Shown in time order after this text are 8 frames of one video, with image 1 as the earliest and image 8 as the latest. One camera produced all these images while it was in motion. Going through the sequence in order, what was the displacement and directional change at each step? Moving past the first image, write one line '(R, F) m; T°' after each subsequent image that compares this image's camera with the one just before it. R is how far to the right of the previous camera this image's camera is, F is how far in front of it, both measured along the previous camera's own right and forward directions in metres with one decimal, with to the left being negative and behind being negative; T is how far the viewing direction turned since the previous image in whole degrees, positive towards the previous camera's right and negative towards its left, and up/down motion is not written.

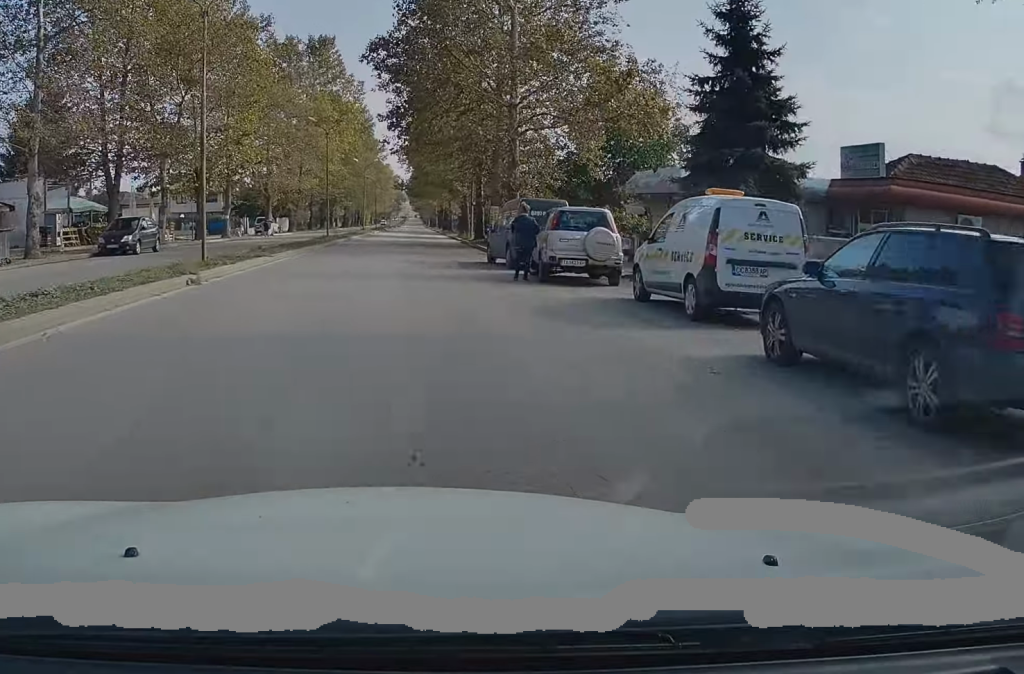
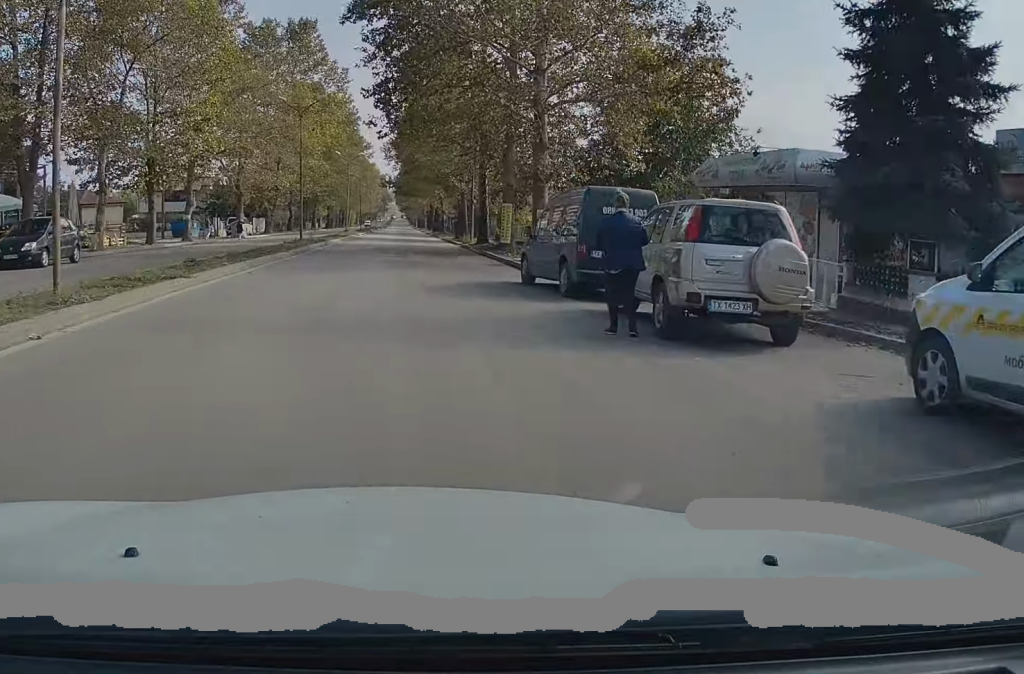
(-0.1, +8.7) m; +1°
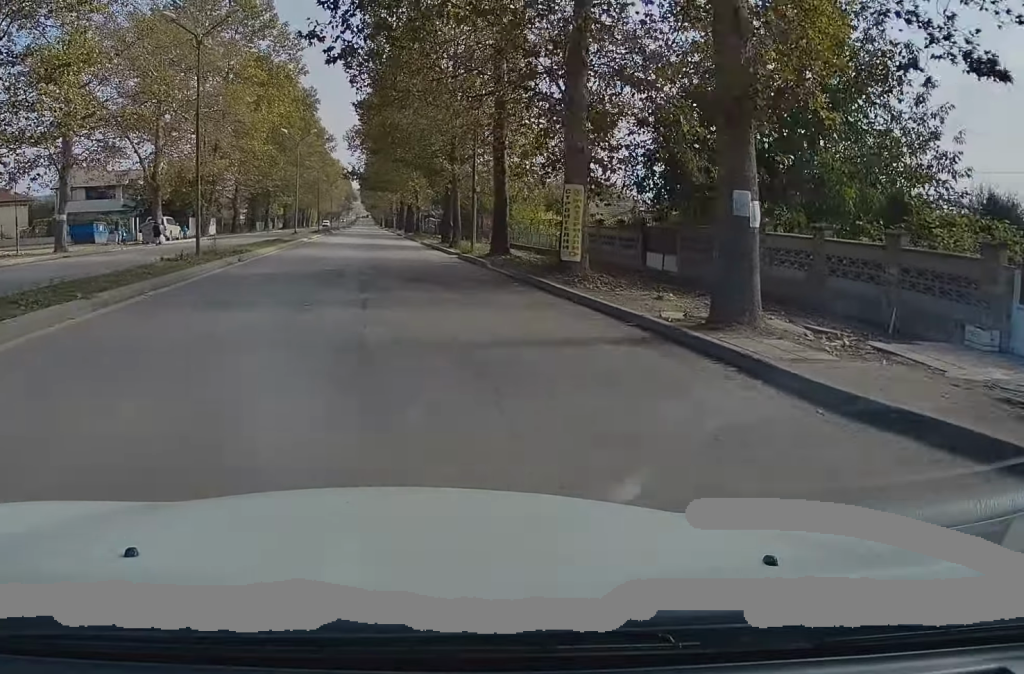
(+0.5, +17.2) m; +2°
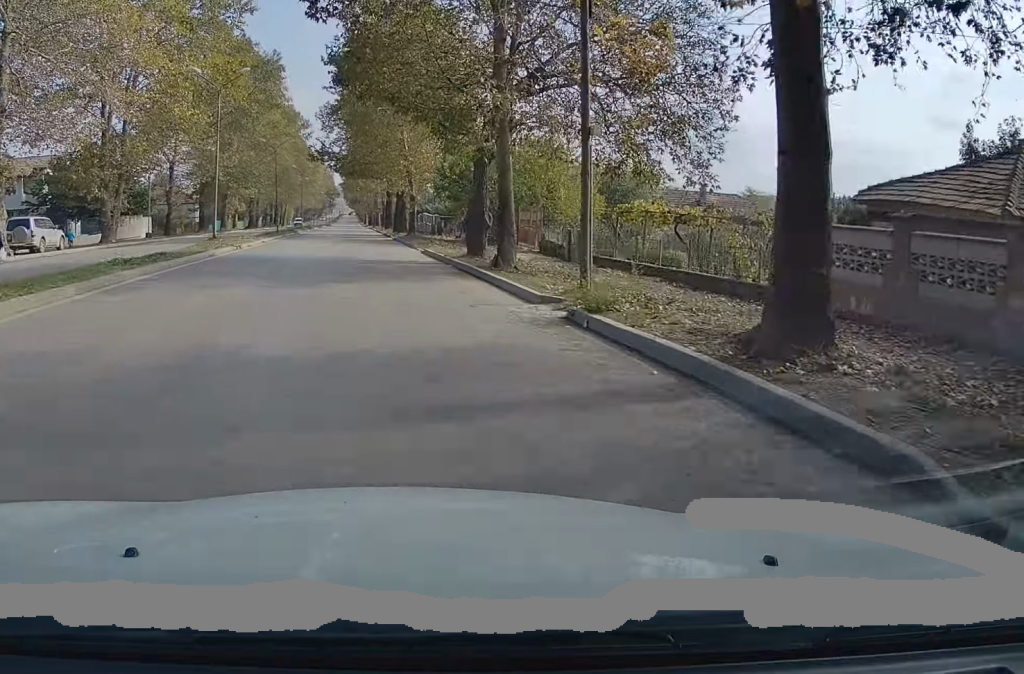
(+0.2, +21.3) m; 0°
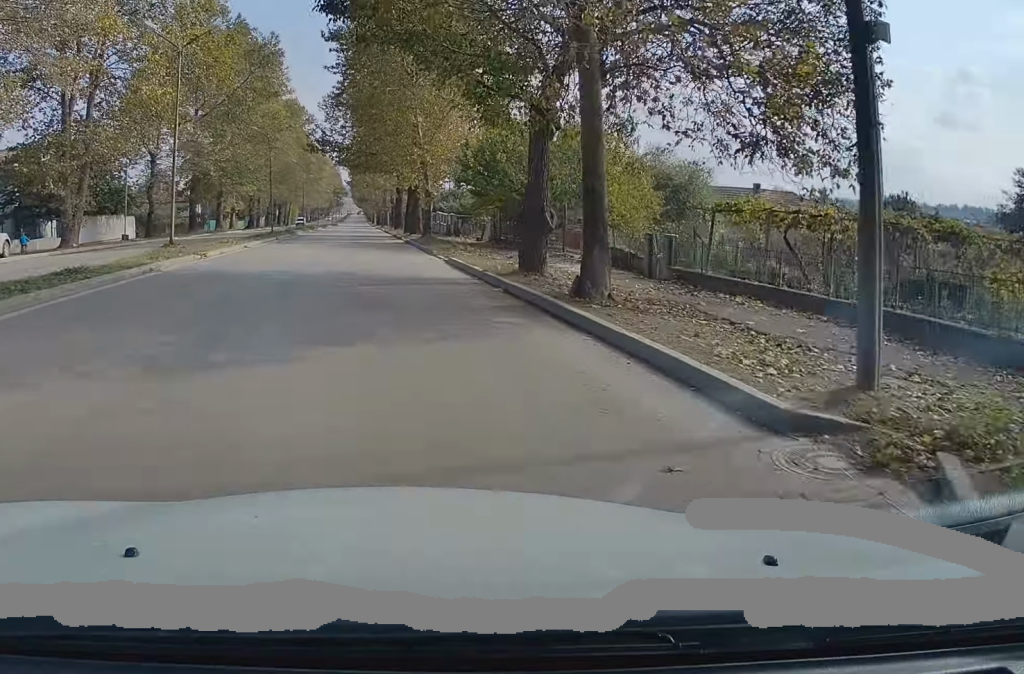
(0.0, +7.7) m; 0°
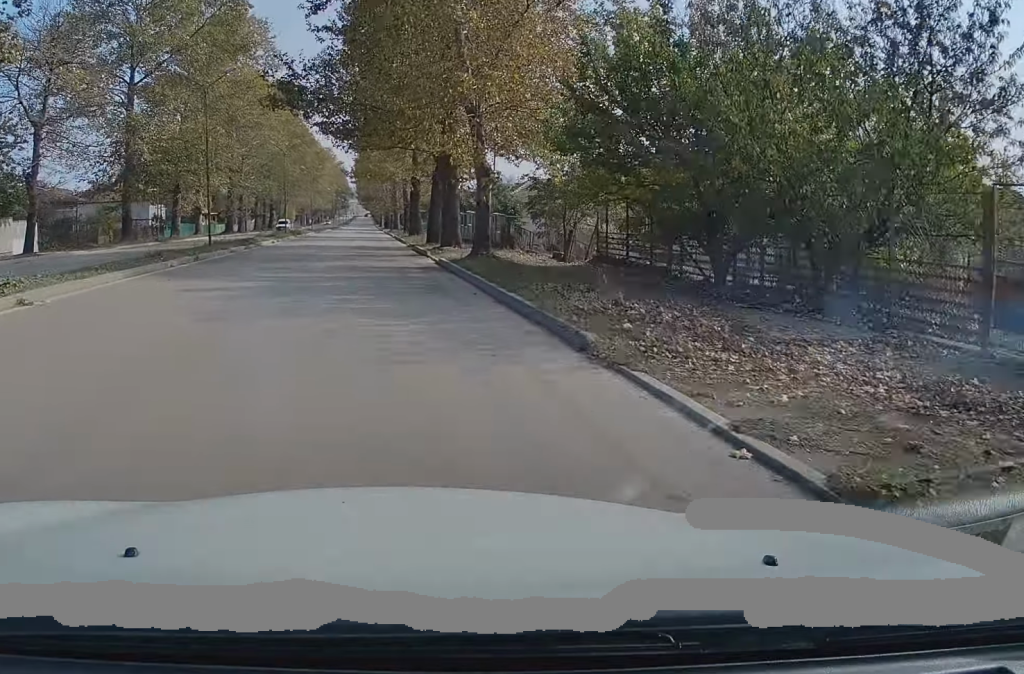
(-0.1, +21.8) m; 0°
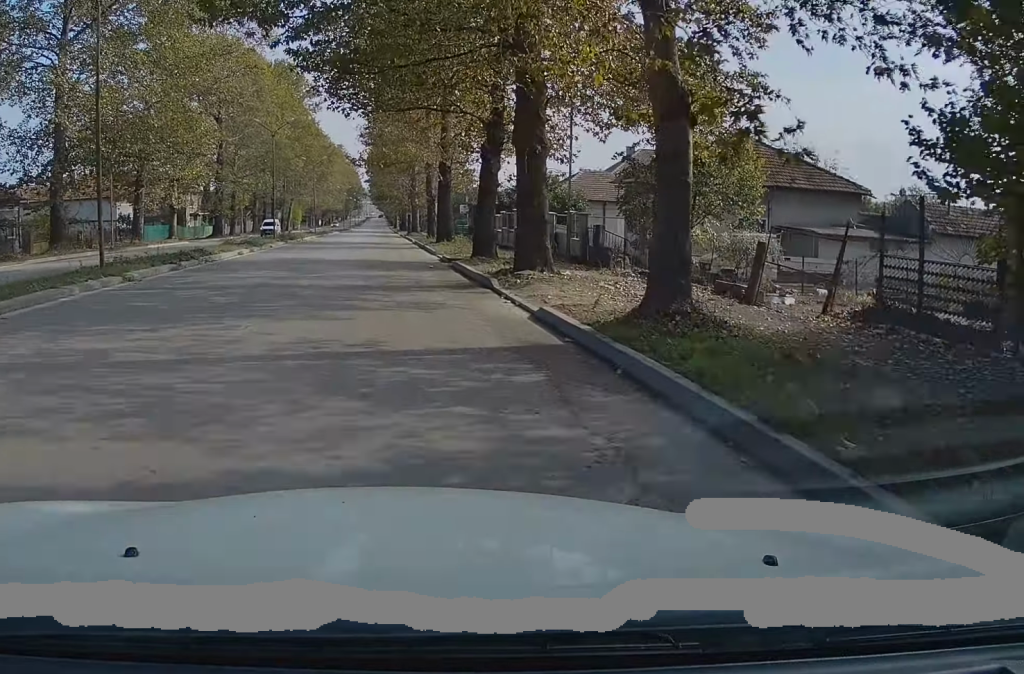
(+0.1, +14.4) m; +1°
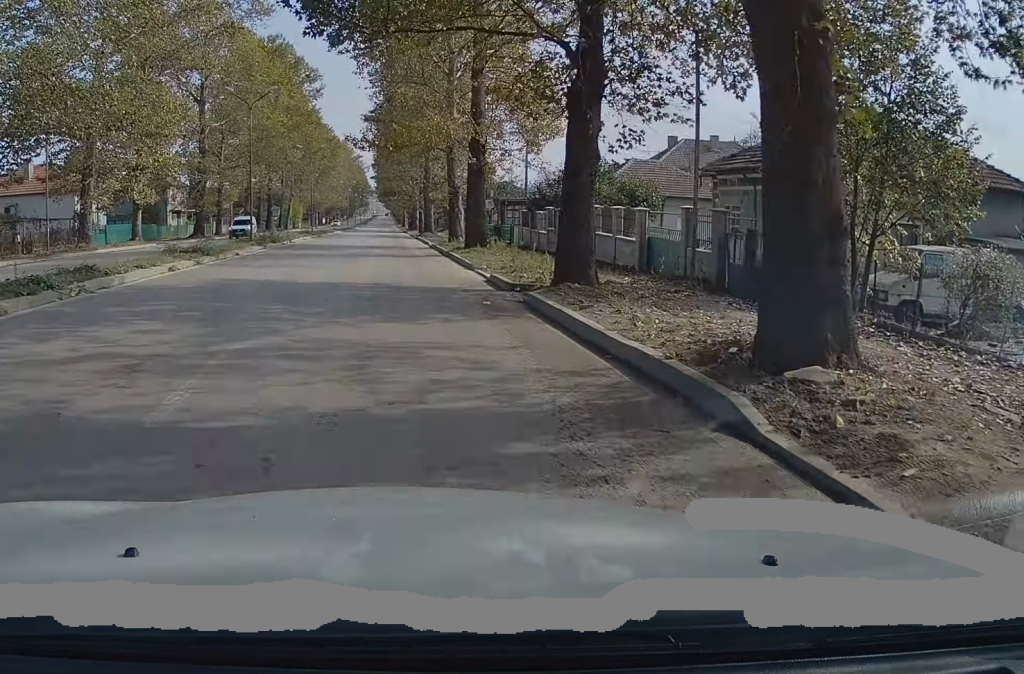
(+0.3, +10.9) m; 0°
